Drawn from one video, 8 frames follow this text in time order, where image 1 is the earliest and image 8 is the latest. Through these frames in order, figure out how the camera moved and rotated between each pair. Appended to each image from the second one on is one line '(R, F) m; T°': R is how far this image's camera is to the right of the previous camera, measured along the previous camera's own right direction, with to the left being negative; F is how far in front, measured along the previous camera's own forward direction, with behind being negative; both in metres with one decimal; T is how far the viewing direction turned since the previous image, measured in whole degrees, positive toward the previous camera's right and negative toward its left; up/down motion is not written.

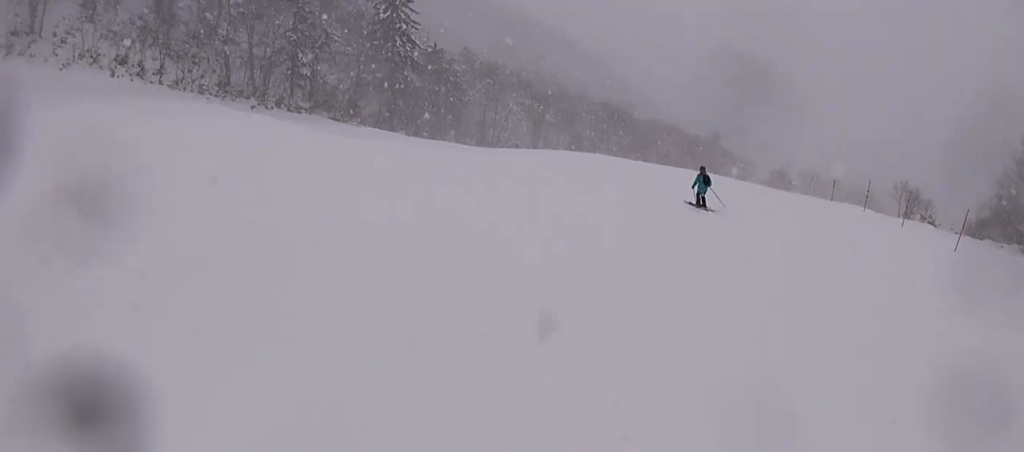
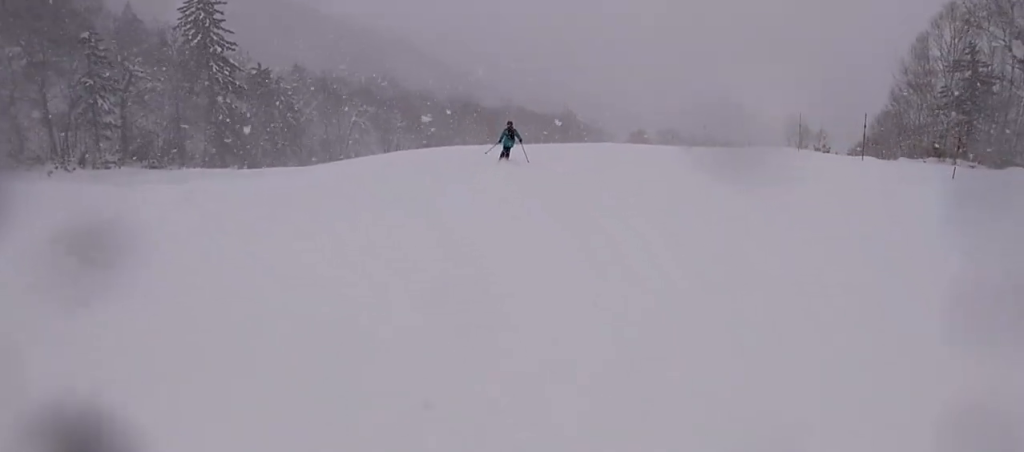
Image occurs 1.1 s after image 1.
(+0.3, +6.7) m; +7°
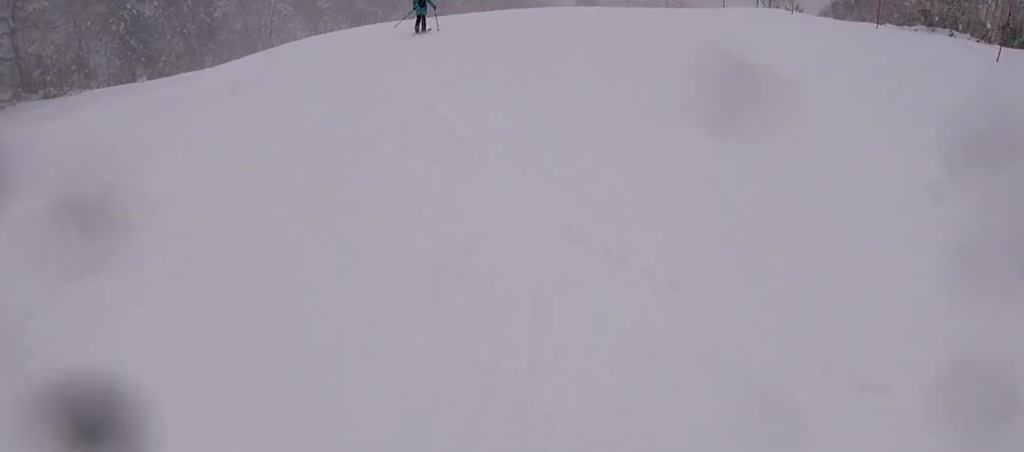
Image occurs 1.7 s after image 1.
(+0.1, +3.6) m; +4°
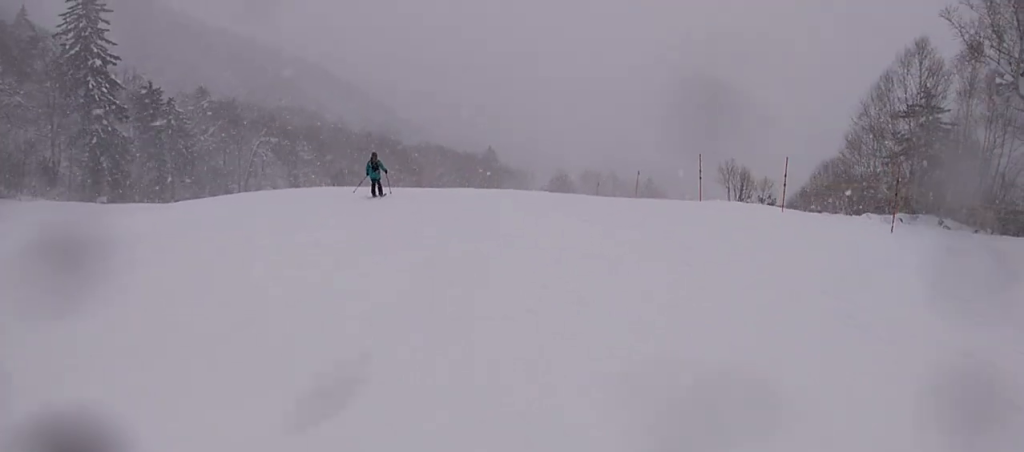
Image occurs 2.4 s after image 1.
(+0.2, +4.2) m; -1°
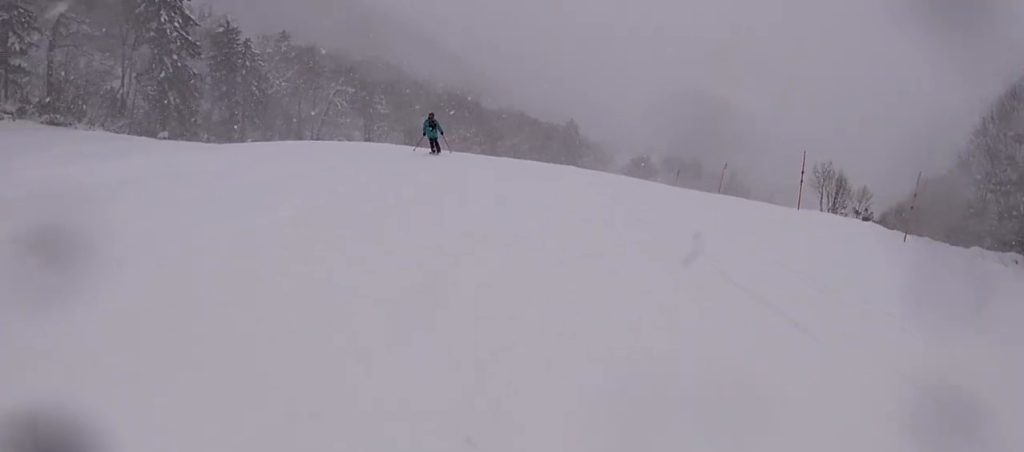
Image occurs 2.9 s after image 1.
(+0.2, +3.1) m; -4°
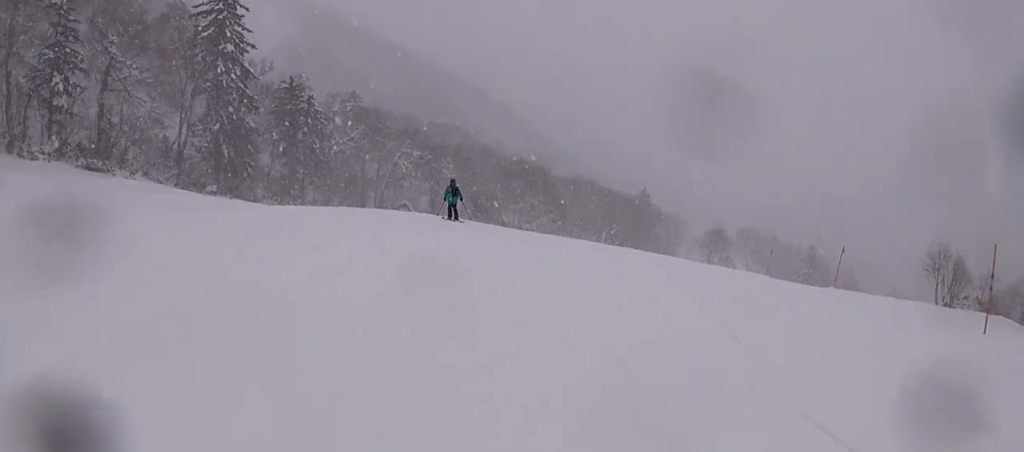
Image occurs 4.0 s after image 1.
(-1.0, +5.4) m; -18°
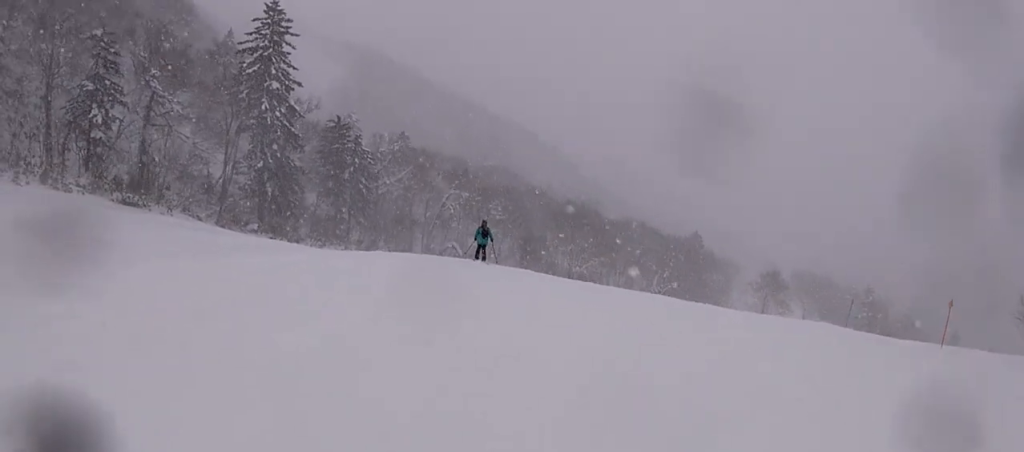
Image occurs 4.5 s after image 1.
(-0.3, +3.0) m; -8°
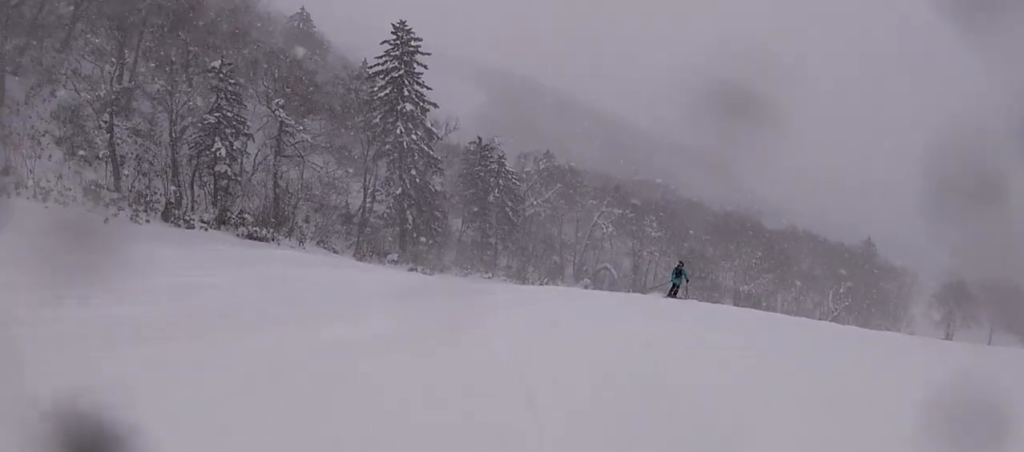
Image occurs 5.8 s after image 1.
(-0.9, +6.0) m; -5°
